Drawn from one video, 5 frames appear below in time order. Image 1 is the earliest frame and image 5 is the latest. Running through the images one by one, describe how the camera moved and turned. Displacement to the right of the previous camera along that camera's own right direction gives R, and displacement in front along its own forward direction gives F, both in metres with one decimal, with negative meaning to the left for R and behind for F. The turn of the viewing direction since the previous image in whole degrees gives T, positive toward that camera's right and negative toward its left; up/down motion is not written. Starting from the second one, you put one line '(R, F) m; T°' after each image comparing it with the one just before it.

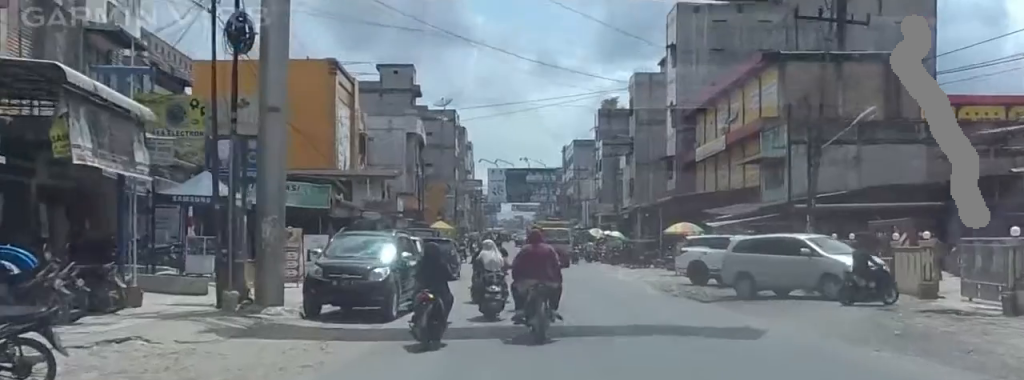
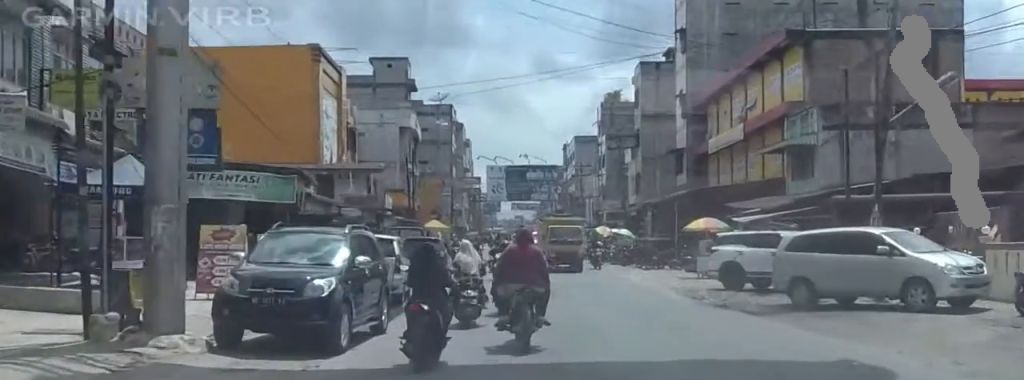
(+0.1, +4.6) m; +1°
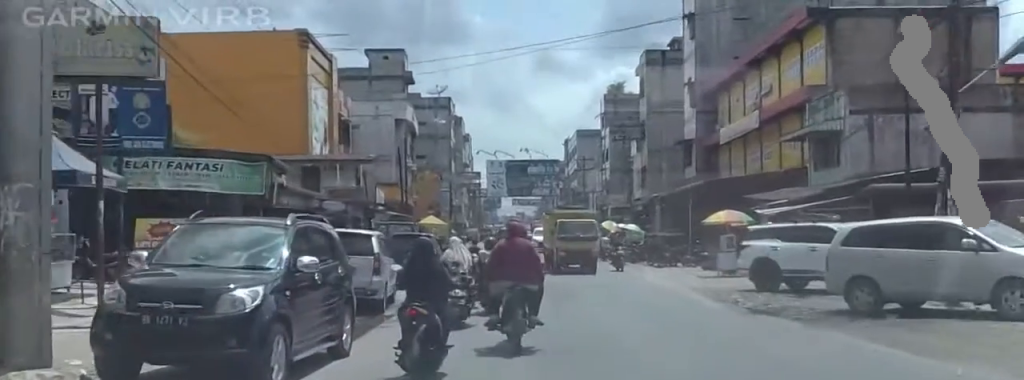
(0.0, +3.1) m; 0°
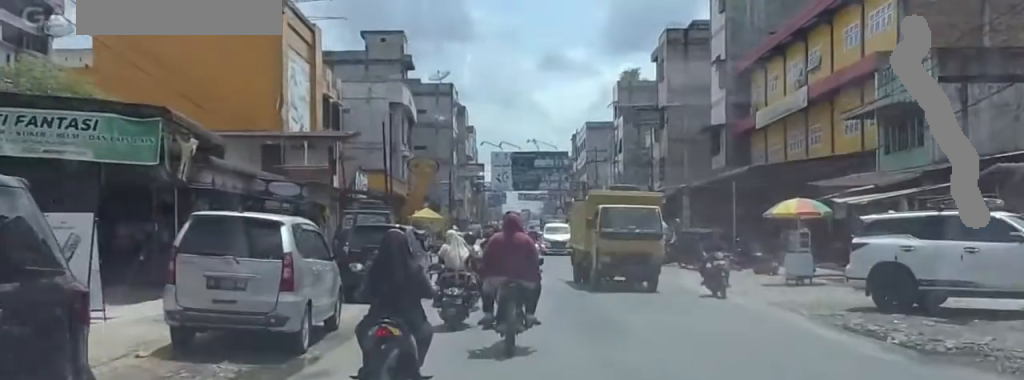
(0.0, +7.4) m; 0°
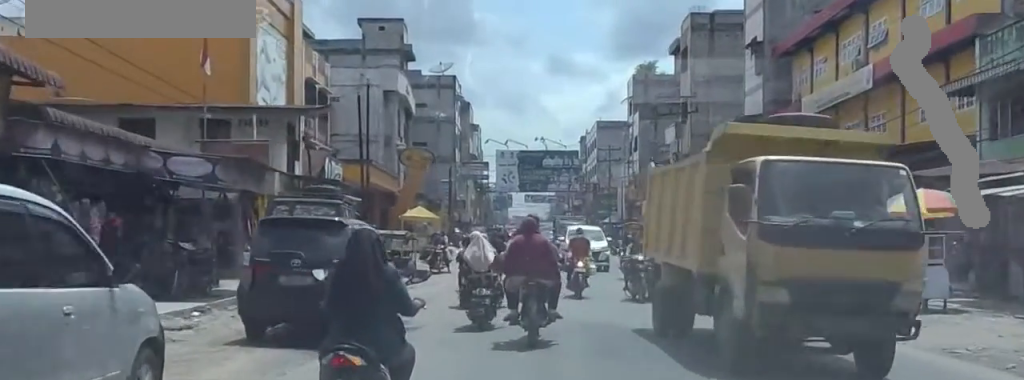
(0.0, +7.6) m; 0°
